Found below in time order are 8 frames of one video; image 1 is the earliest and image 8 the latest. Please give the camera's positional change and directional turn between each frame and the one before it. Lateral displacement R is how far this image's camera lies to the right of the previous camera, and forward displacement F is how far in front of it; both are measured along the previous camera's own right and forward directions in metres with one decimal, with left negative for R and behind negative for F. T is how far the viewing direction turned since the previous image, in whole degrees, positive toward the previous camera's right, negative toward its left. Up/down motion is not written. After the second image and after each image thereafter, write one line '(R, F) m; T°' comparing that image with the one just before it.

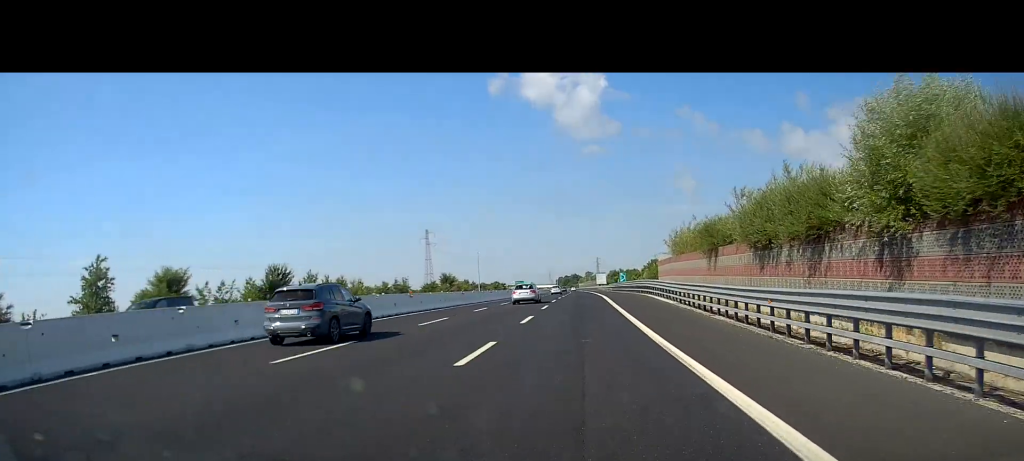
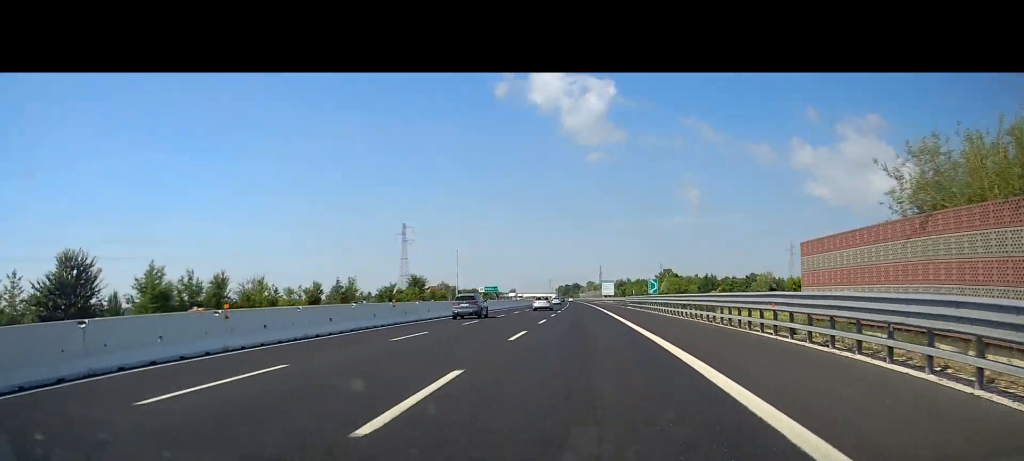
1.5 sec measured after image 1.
(+0.1, +40.6) m; +1°
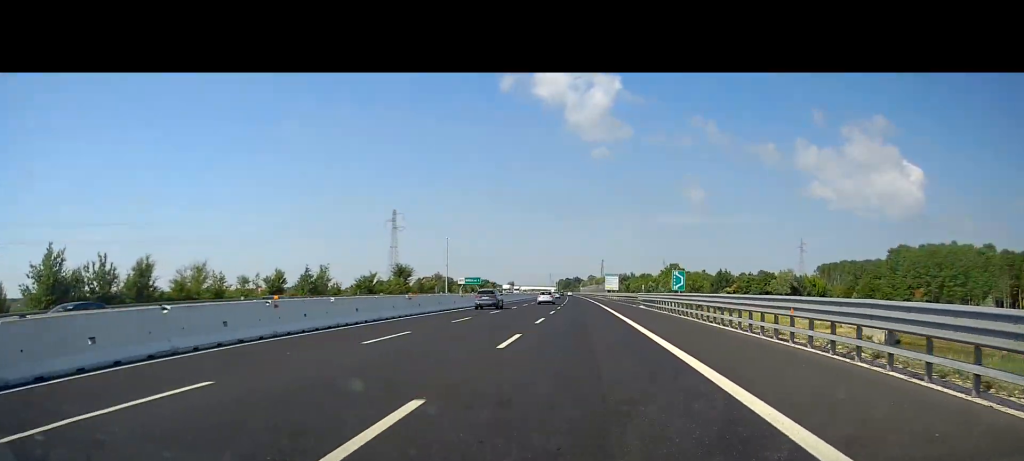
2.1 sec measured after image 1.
(0.0, +14.8) m; 0°
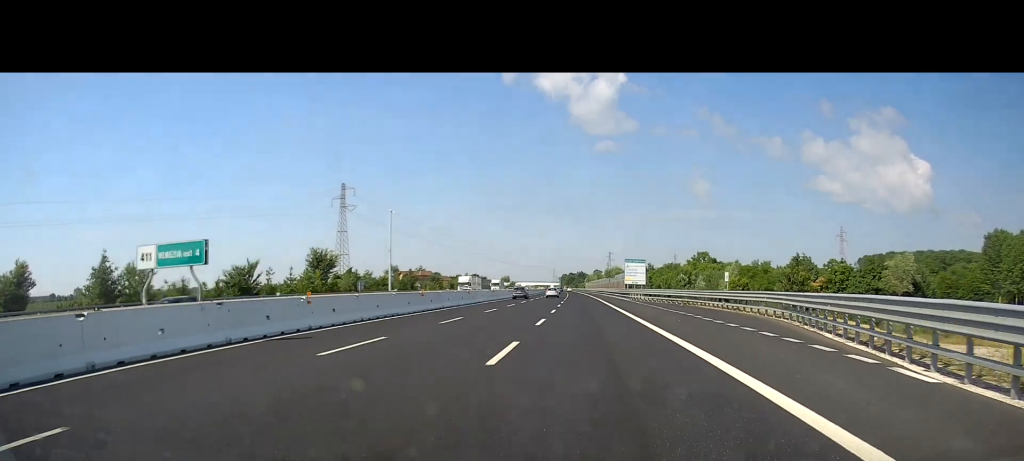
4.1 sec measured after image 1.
(-0.1, +51.2) m; 0°
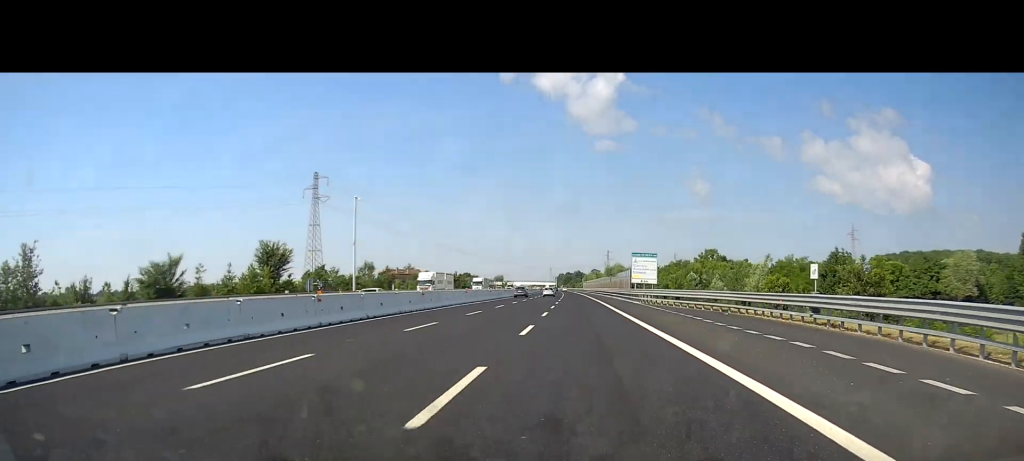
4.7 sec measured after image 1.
(0.0, +16.5) m; 0°
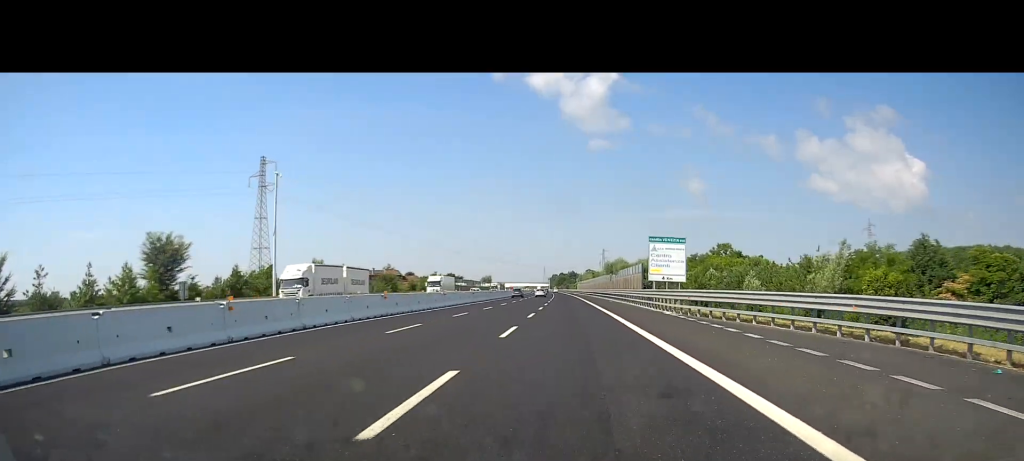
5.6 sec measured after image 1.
(+0.1, +23.5) m; -1°
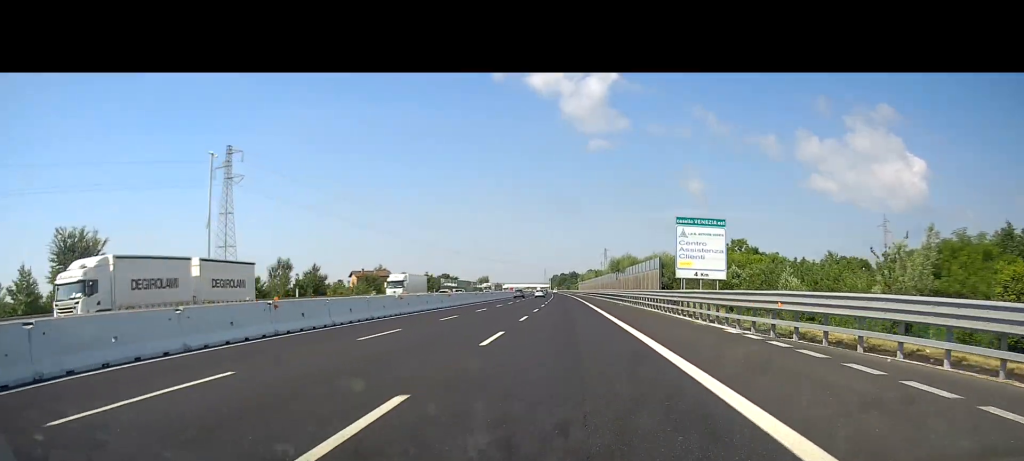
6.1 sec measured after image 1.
(-0.1, +14.0) m; 0°
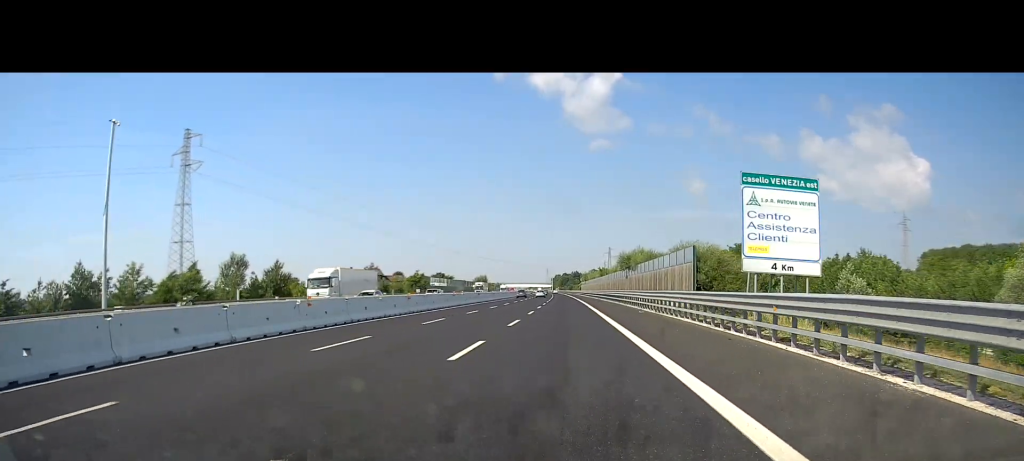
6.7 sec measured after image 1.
(-0.2, +14.9) m; 0°
